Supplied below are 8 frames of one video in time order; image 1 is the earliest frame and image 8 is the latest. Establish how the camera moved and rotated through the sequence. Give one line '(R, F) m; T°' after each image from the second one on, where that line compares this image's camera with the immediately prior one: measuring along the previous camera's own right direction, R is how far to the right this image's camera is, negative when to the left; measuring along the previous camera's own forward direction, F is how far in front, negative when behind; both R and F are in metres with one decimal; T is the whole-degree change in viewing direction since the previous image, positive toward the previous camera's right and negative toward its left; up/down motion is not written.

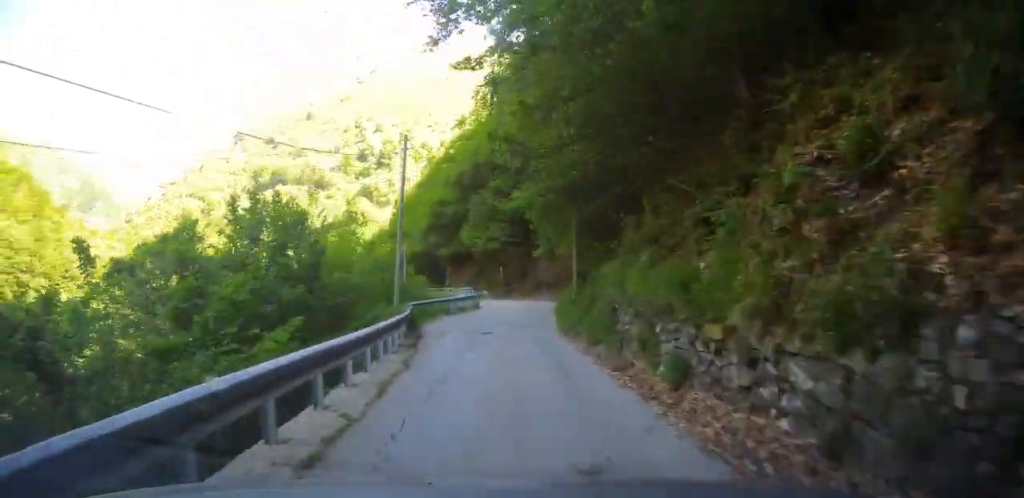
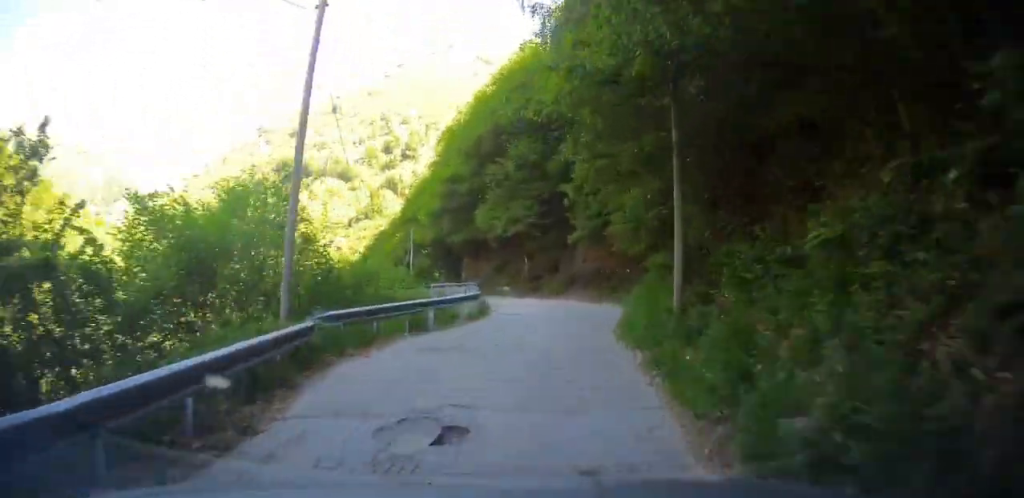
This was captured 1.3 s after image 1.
(-0.6, +12.7) m; -5°
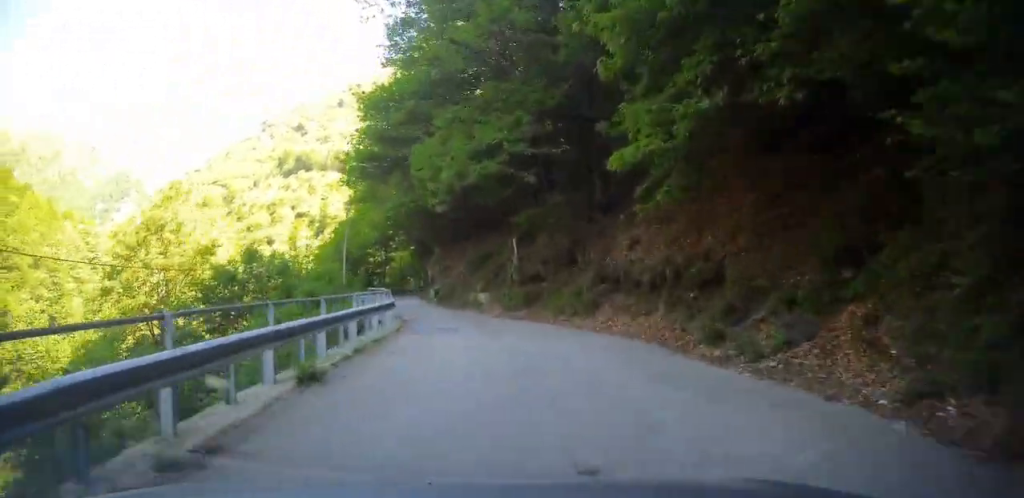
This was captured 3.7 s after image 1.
(-2.0, +24.4) m; -9°
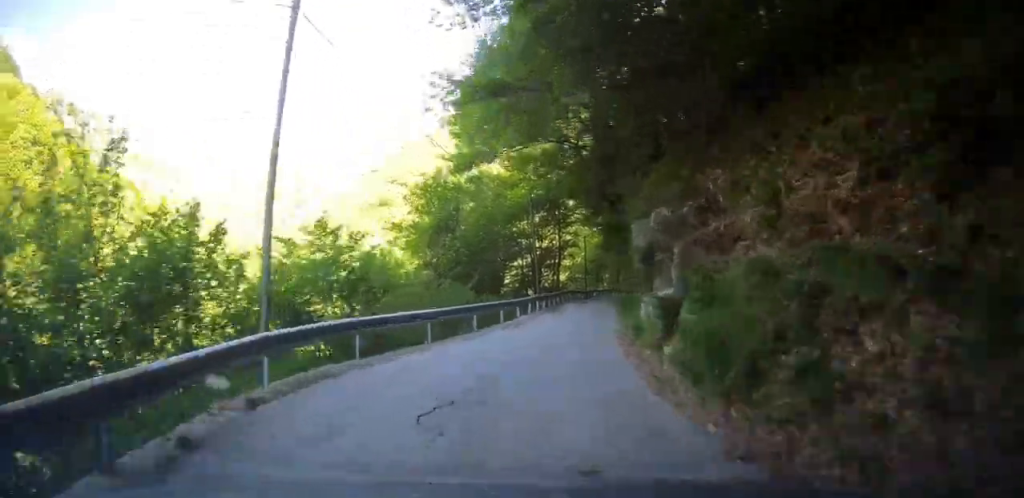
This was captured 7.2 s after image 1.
(-4.5, +32.2) m; -9°
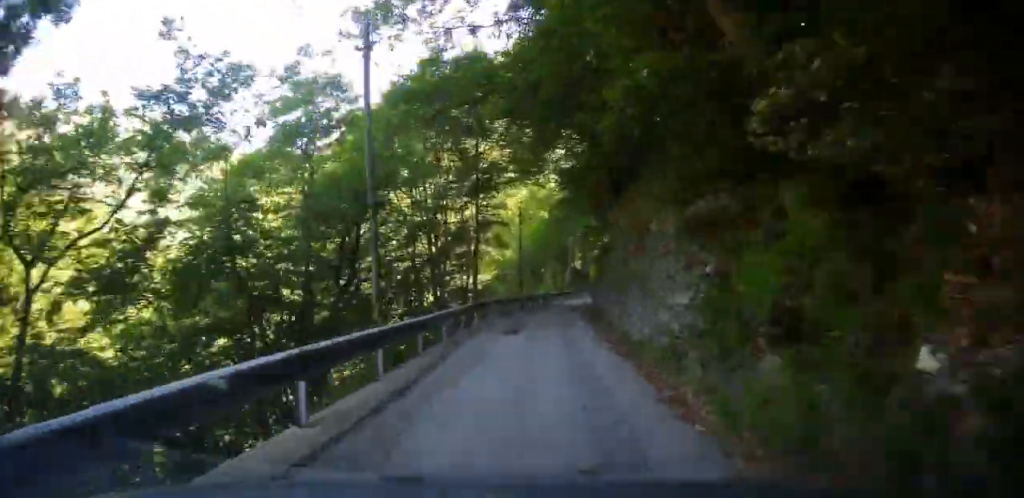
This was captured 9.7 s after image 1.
(+2.8, +18.2) m; +12°
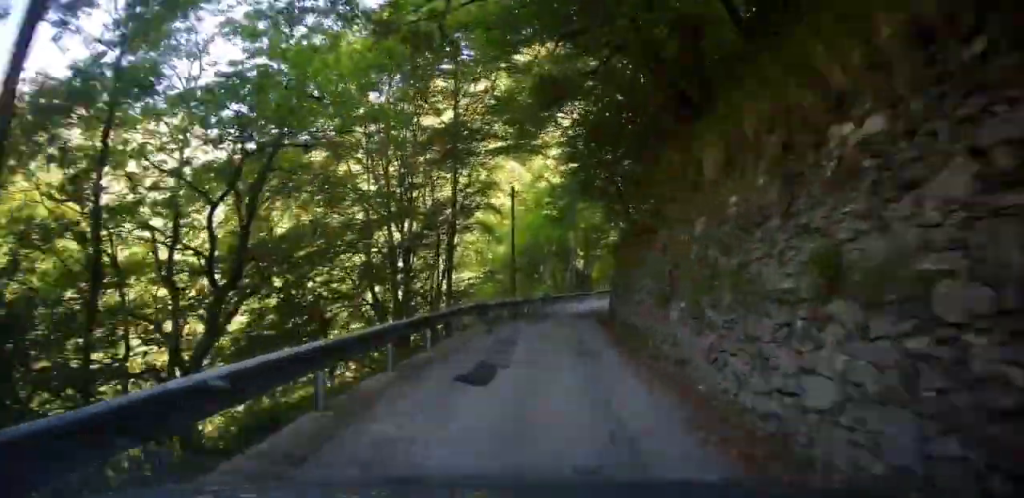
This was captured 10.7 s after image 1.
(+1.7, +6.1) m; 0°
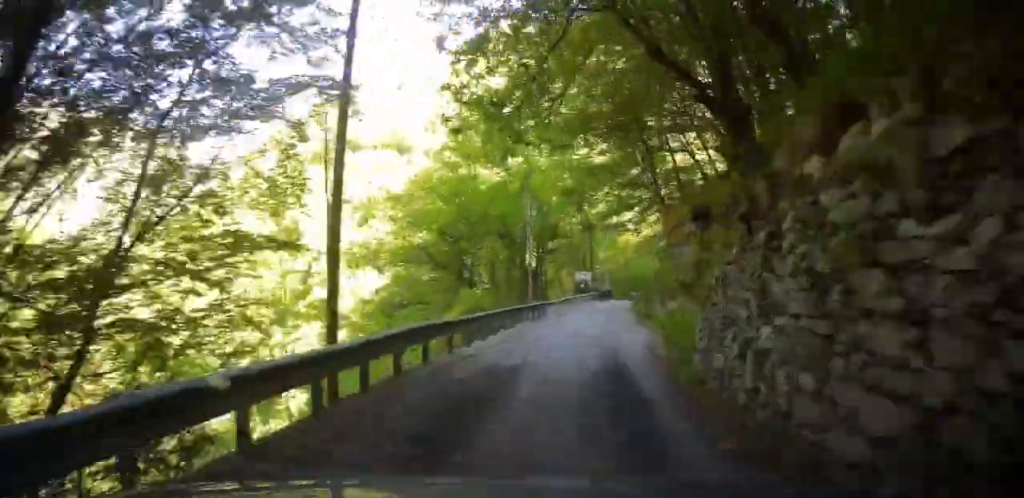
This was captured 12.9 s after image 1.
(-5.7, +16.1) m; -16°
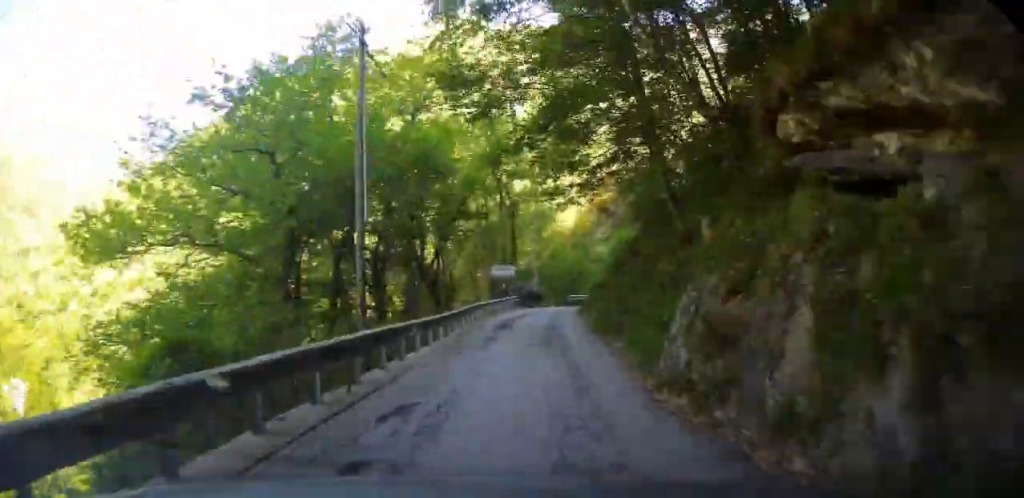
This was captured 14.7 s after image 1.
(+0.4, +11.6) m; +7°
